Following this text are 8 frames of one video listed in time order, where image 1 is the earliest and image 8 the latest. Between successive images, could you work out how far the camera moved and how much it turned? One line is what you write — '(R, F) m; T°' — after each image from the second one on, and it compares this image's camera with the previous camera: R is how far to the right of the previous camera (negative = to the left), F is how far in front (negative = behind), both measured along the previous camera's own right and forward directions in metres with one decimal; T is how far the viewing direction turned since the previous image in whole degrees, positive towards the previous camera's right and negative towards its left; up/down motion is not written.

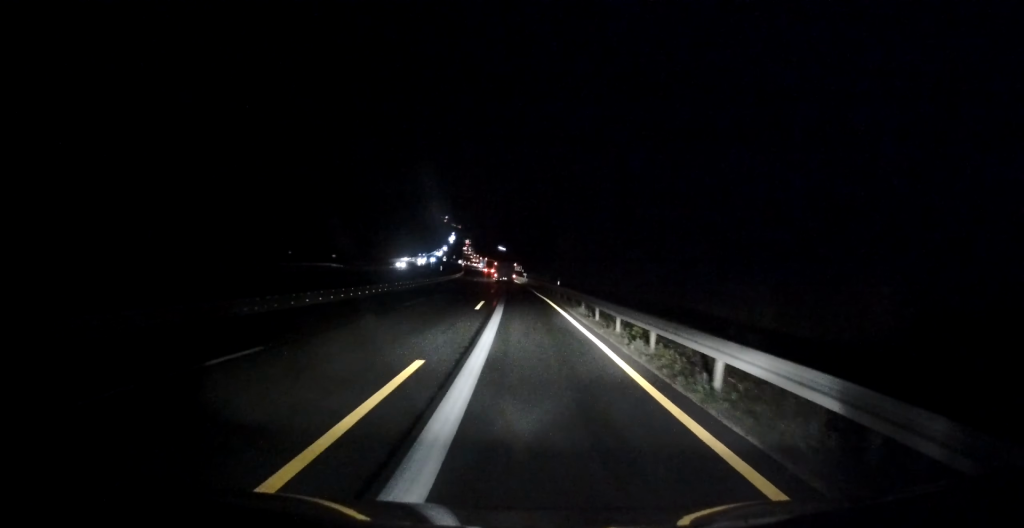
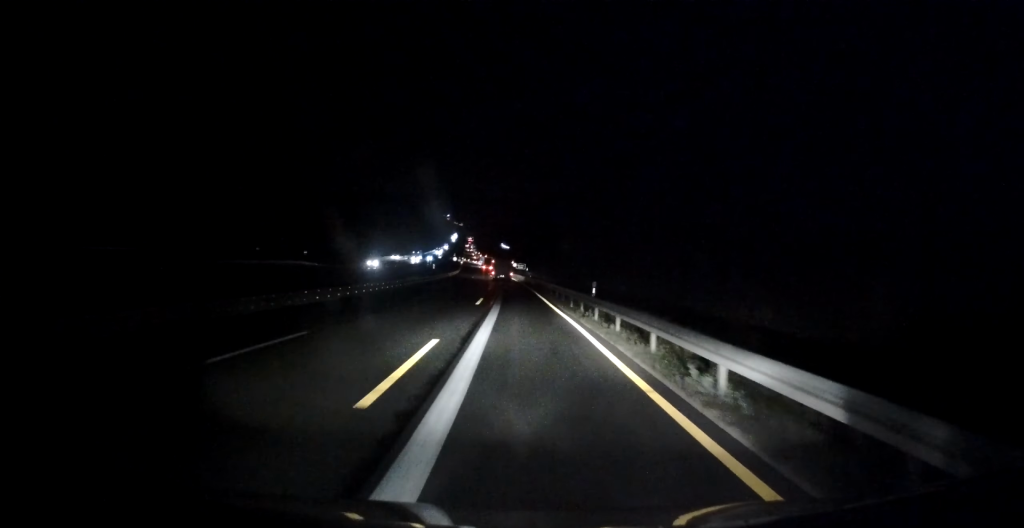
(0.0, +16.5) m; -1°
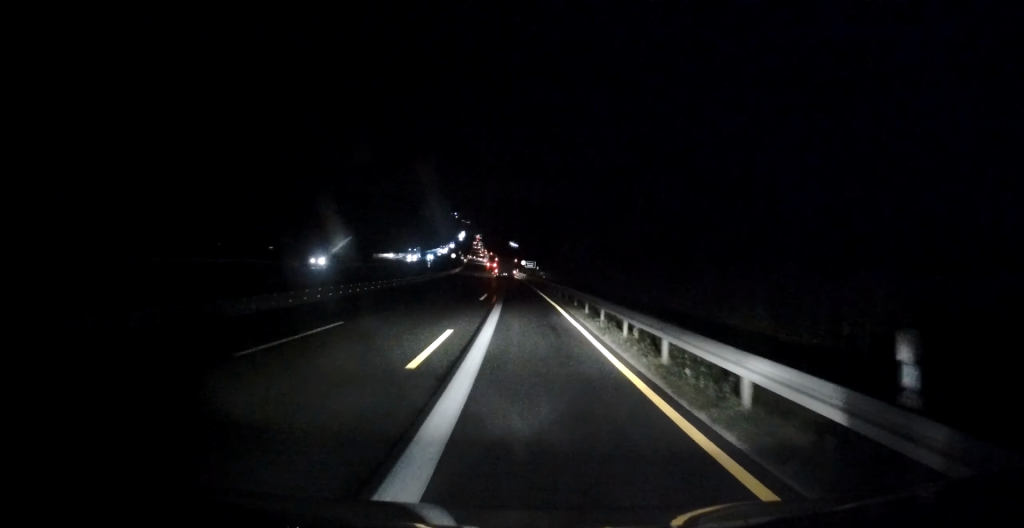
(-0.1, +16.6) m; -1°
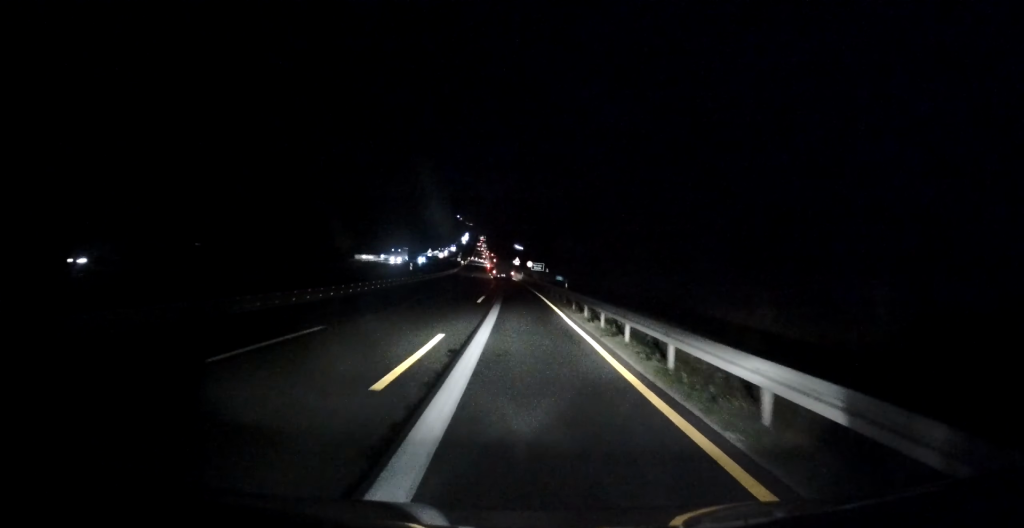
(-0.3, +20.5) m; -1°
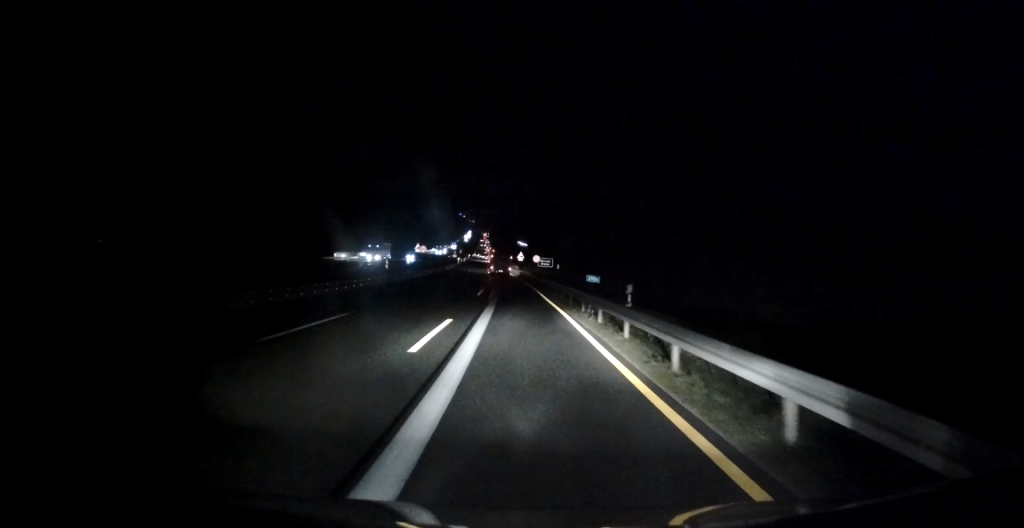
(0.0, +16.8) m; 0°
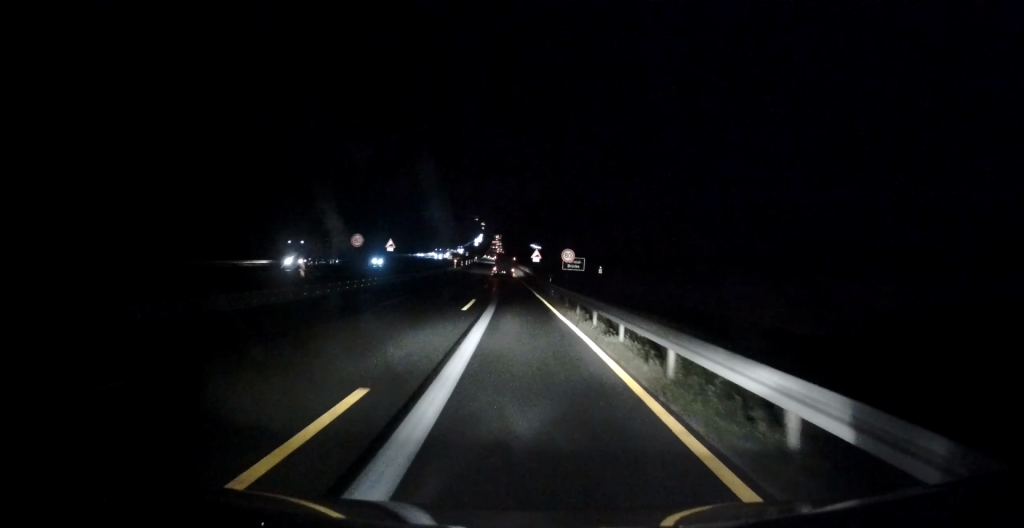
(-0.1, +28.2) m; 0°
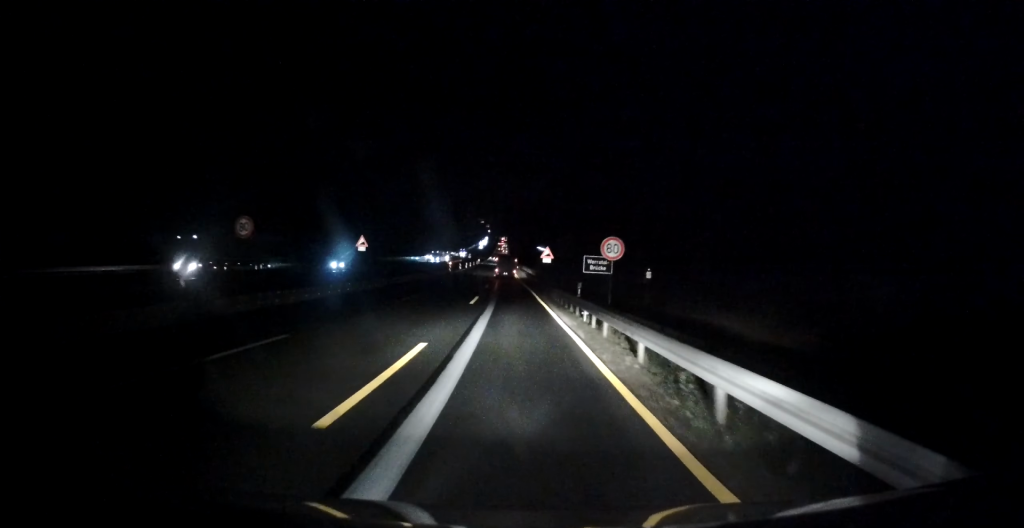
(+0.2, +14.5) m; -1°
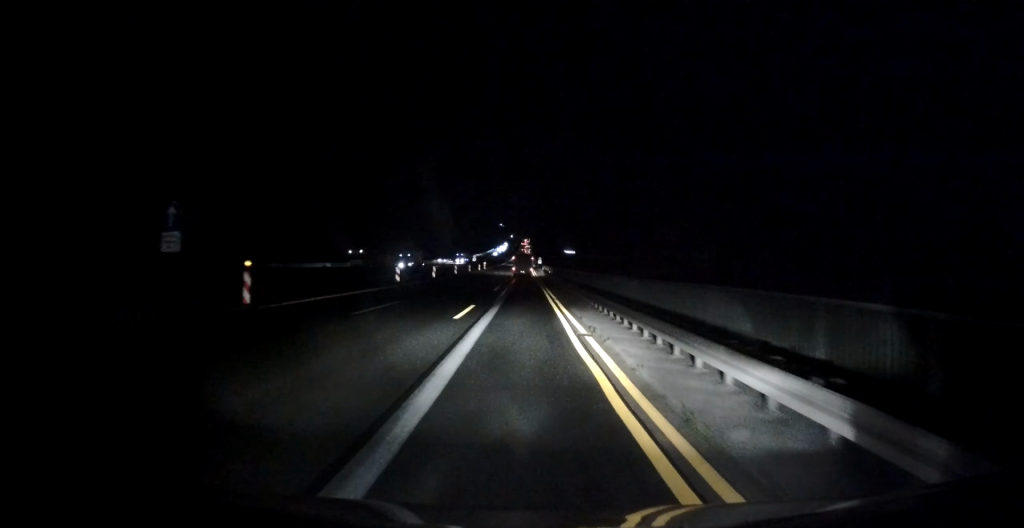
(-2.1, +65.5) m; -2°
